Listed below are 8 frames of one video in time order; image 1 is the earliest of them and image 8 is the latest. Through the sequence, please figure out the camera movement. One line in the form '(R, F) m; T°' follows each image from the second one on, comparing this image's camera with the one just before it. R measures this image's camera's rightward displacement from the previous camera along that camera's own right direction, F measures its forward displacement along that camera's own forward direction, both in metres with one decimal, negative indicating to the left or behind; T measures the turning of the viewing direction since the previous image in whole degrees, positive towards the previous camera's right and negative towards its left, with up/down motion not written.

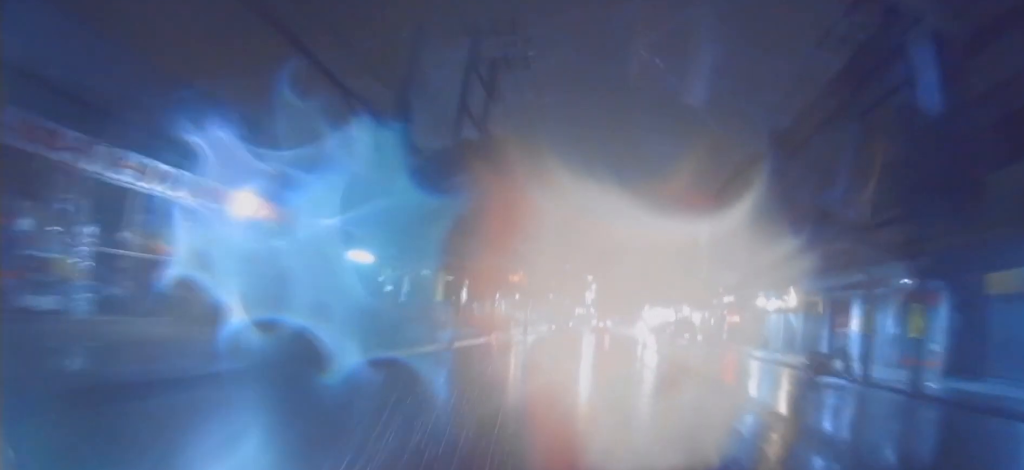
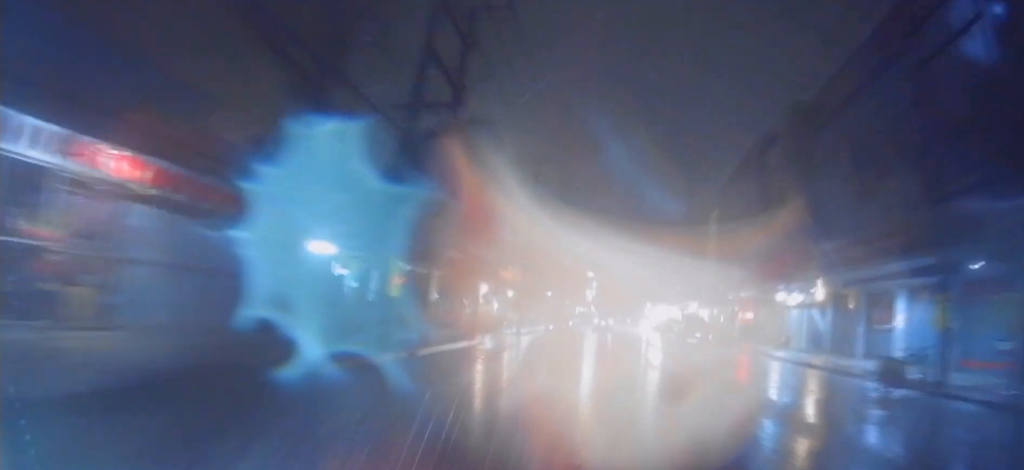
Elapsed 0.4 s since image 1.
(+0.3, +3.9) m; -3°
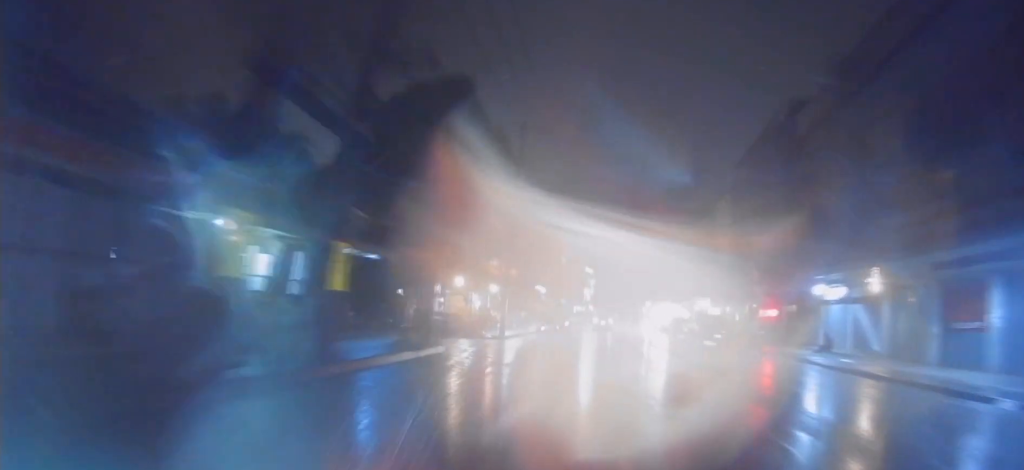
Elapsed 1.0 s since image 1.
(-0.7, +4.2) m; -3°
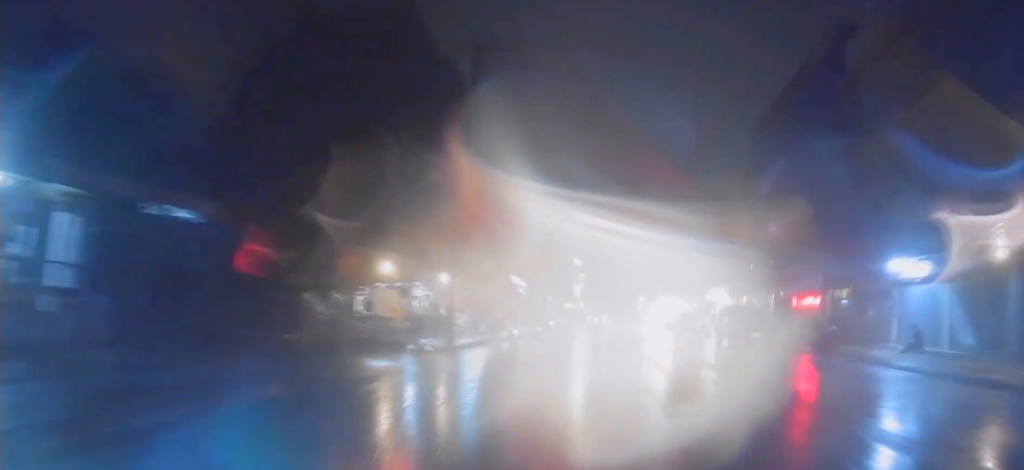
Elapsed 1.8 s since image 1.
(-0.3, +7.5) m; 0°
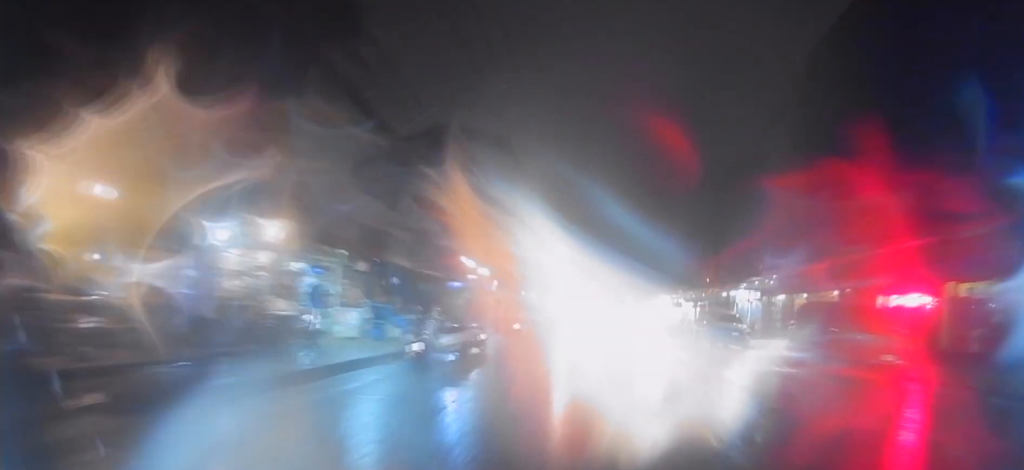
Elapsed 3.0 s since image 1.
(+0.6, +11.9) m; +5°
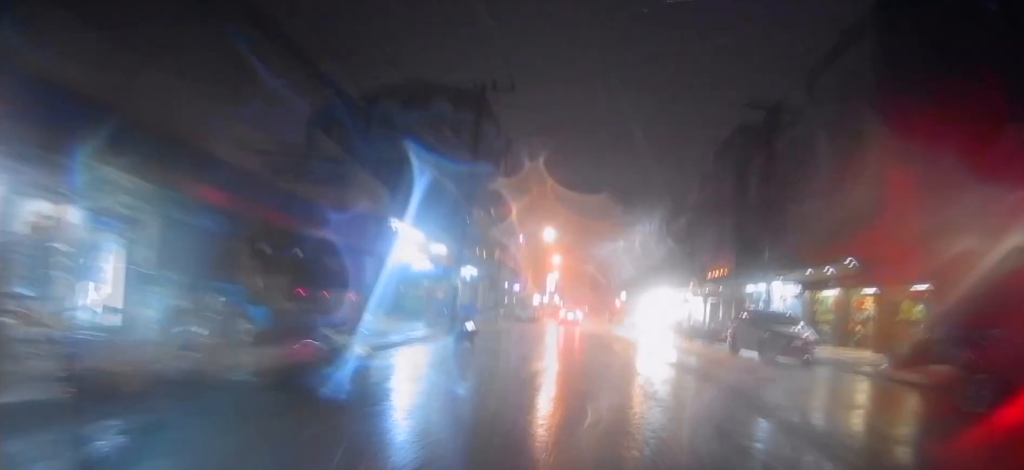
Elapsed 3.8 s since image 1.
(+0.2, +8.1) m; +1°
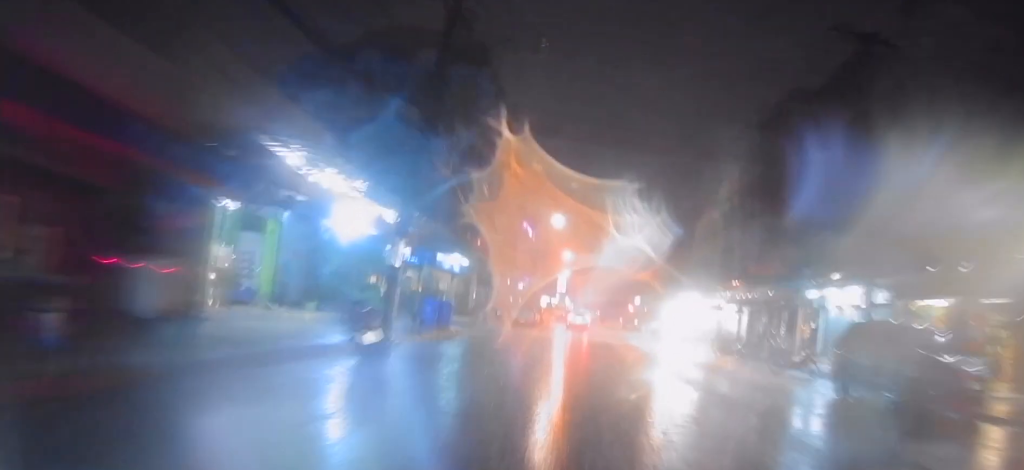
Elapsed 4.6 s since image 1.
(0.0, +8.0) m; -1°
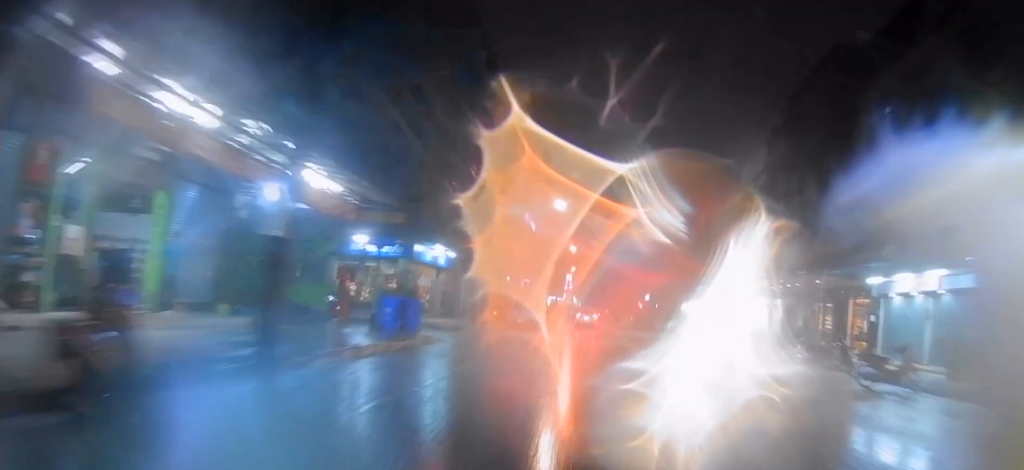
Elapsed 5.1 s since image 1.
(-0.2, +5.9) m; 0°
